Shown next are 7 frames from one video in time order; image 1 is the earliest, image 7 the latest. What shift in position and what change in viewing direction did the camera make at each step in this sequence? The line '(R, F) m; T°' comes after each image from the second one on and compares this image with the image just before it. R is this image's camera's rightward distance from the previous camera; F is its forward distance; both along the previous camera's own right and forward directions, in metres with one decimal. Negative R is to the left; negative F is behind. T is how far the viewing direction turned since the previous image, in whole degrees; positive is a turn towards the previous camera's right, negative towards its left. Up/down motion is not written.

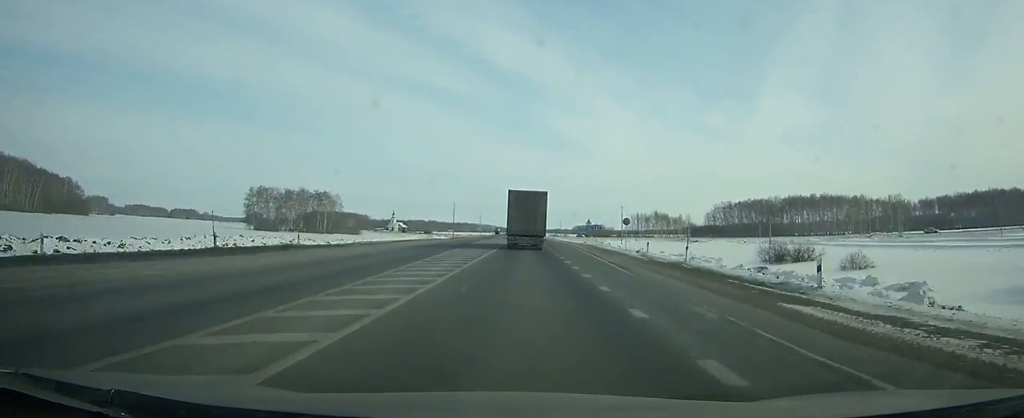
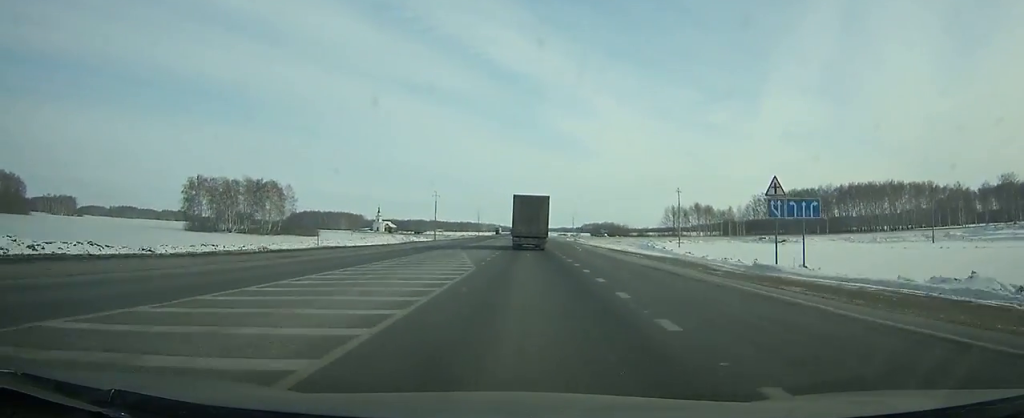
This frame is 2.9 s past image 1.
(+0.1, +56.4) m; 0°
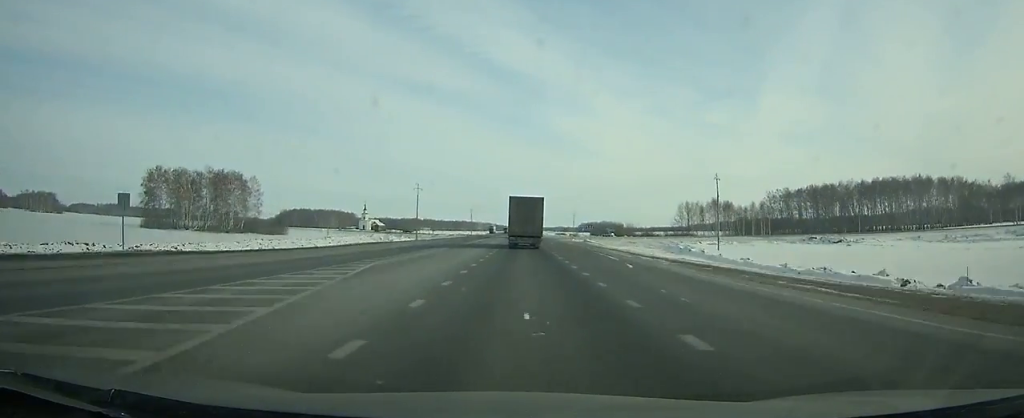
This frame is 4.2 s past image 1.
(-0.1, +24.6) m; 0°
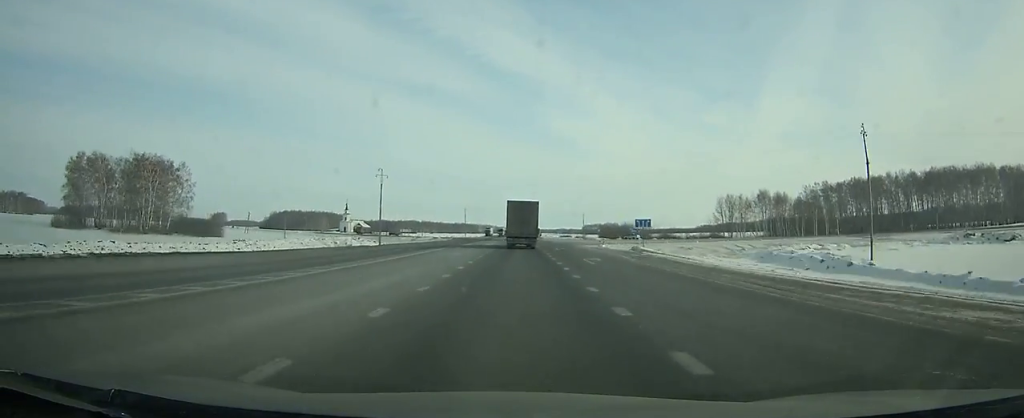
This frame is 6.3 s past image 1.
(-0.1, +40.8) m; 0°
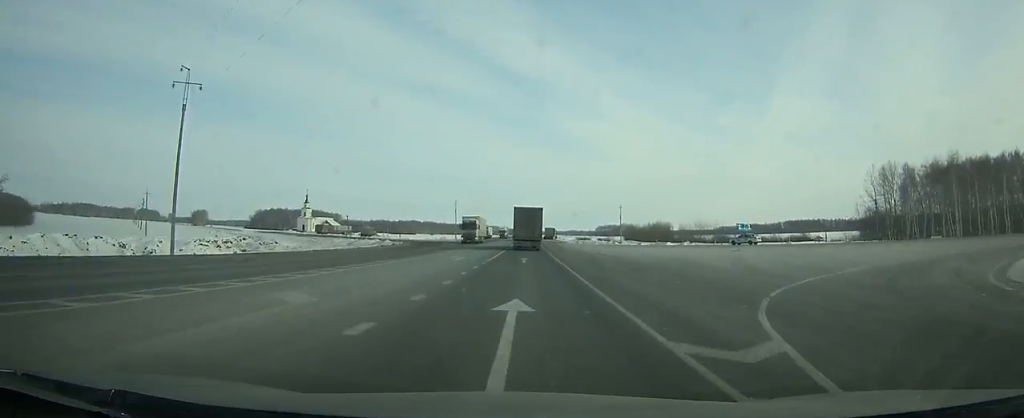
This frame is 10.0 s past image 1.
(-0.2, +76.9) m; 0°
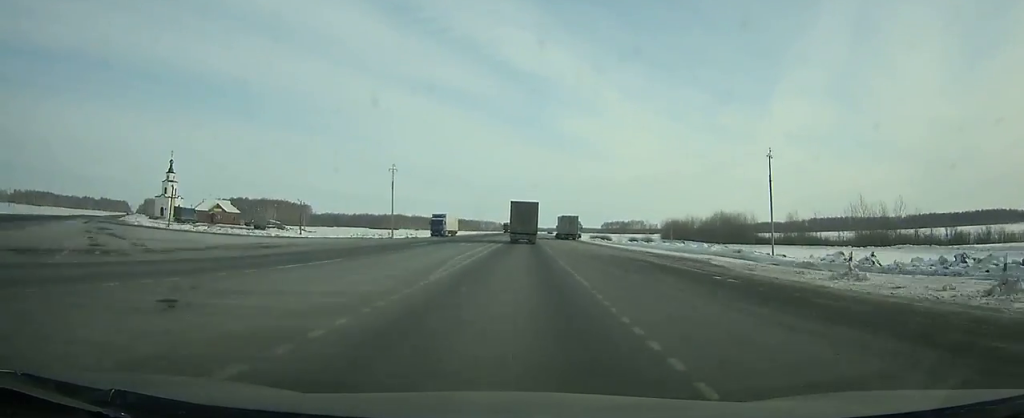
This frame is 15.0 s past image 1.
(+0.1, +109.8) m; 0°
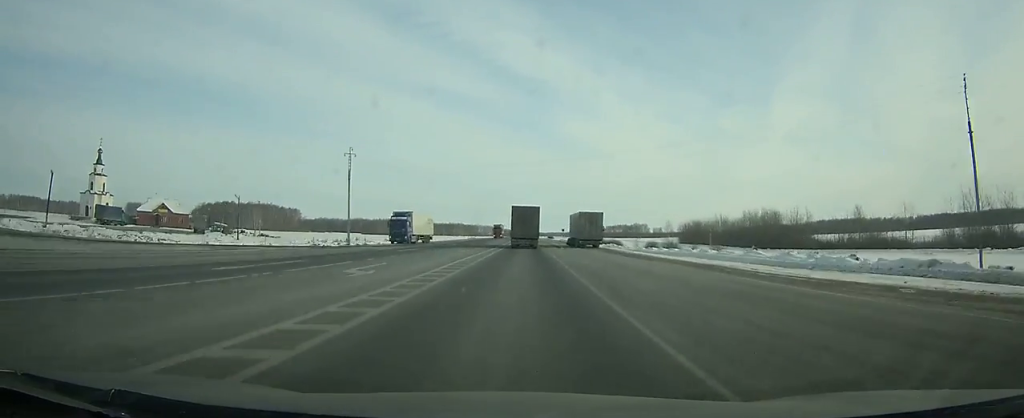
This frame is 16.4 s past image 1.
(-0.2, +31.1) m; 0°
